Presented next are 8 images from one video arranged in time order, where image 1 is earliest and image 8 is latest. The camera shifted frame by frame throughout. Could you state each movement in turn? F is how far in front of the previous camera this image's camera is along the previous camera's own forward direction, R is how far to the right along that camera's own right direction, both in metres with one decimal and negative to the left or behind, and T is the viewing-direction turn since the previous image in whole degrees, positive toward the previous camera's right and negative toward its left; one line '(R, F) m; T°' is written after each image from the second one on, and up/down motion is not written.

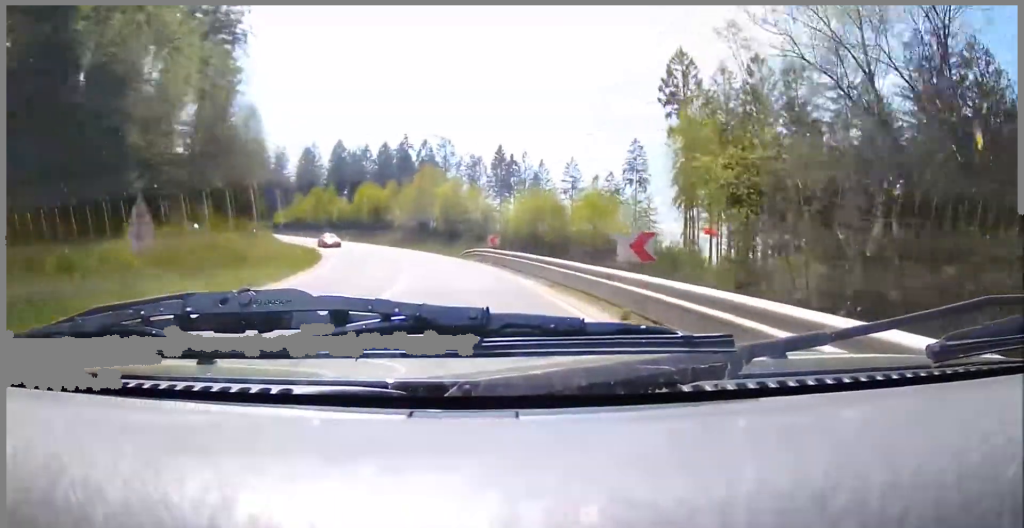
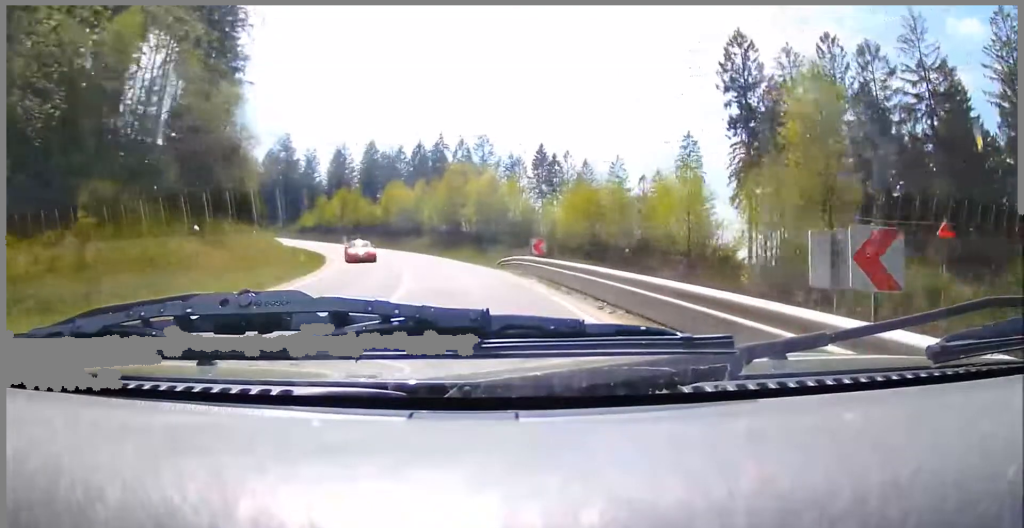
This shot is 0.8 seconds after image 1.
(+0.2, +8.5) m; -2°
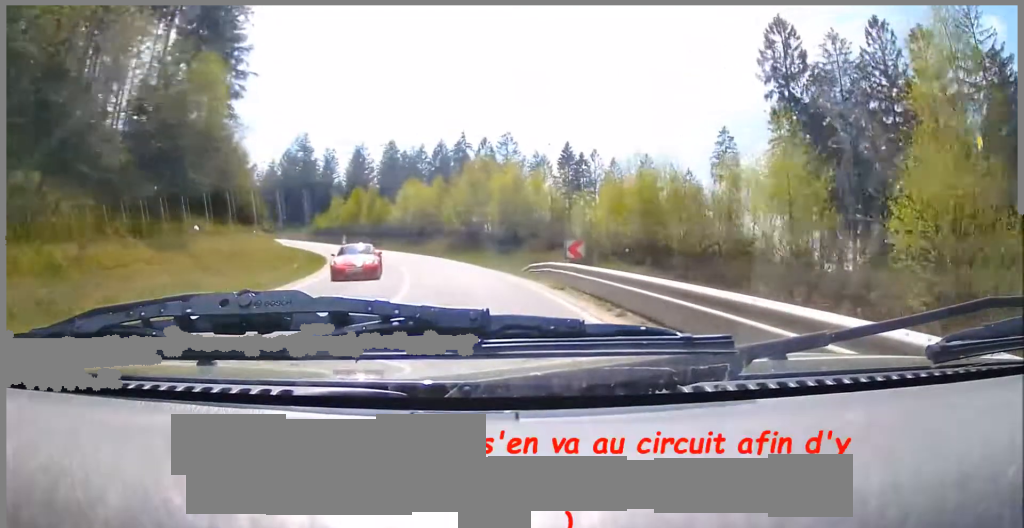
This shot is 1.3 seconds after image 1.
(-0.3, +5.3) m; -3°
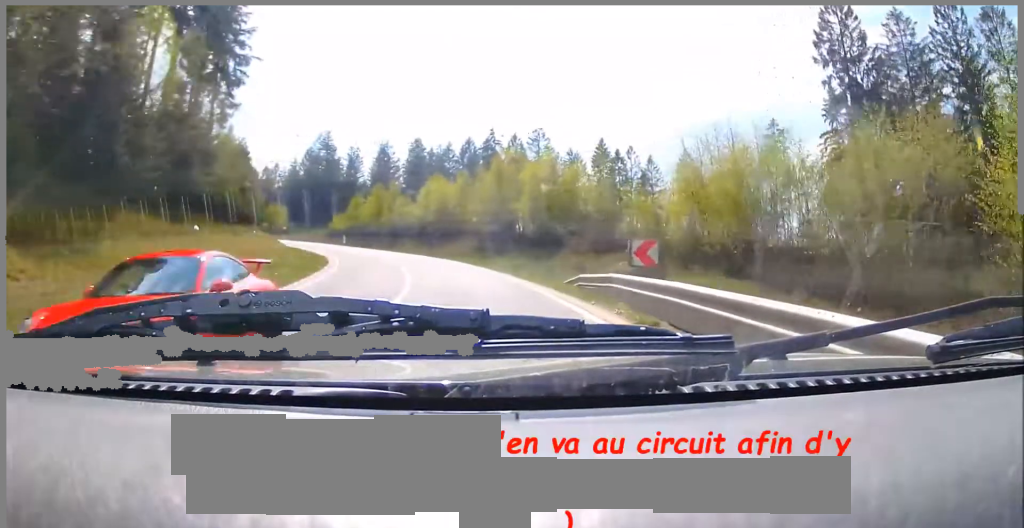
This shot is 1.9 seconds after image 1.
(-0.1, +6.4) m; -4°
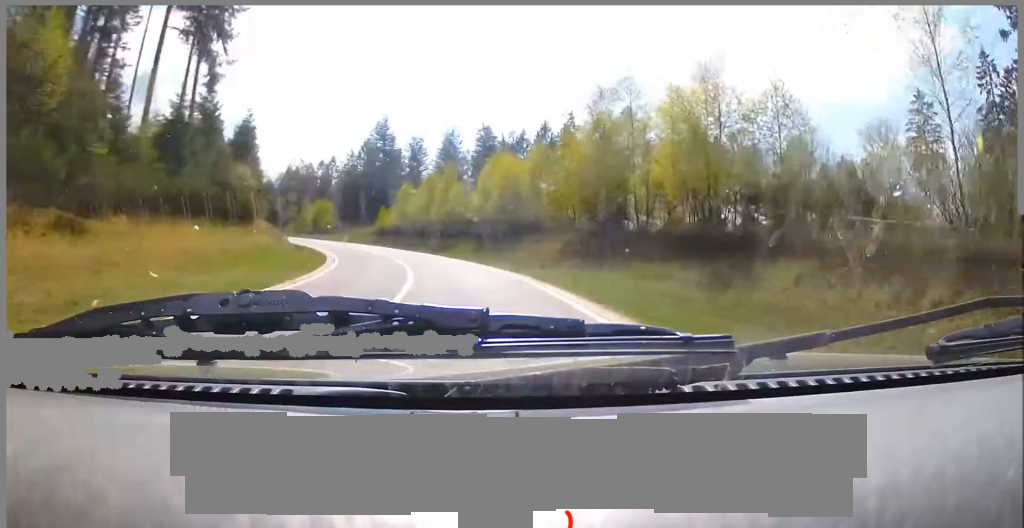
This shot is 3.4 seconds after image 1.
(-2.2, +16.5) m; -15°
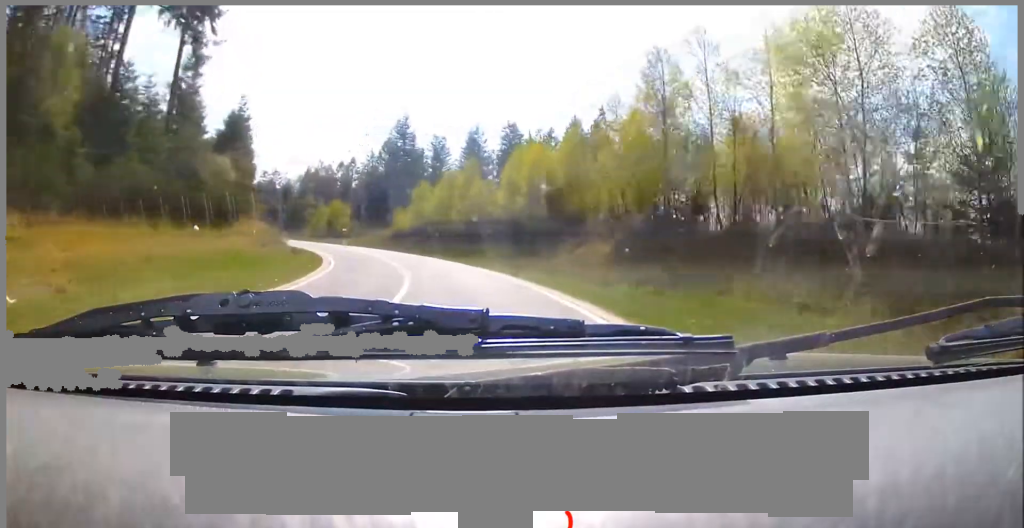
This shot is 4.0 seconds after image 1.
(-0.3, +6.5) m; -5°
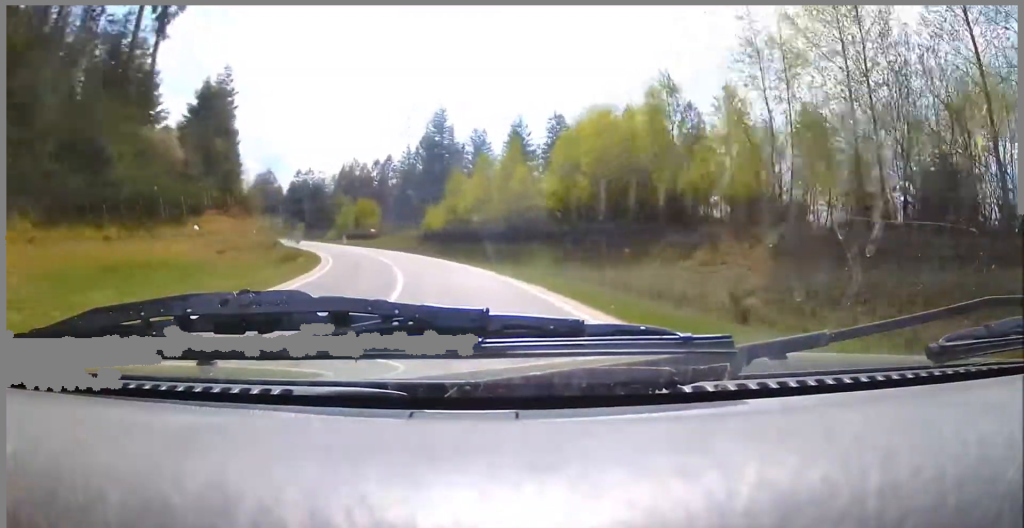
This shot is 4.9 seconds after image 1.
(-0.6, +10.4) m; -5°
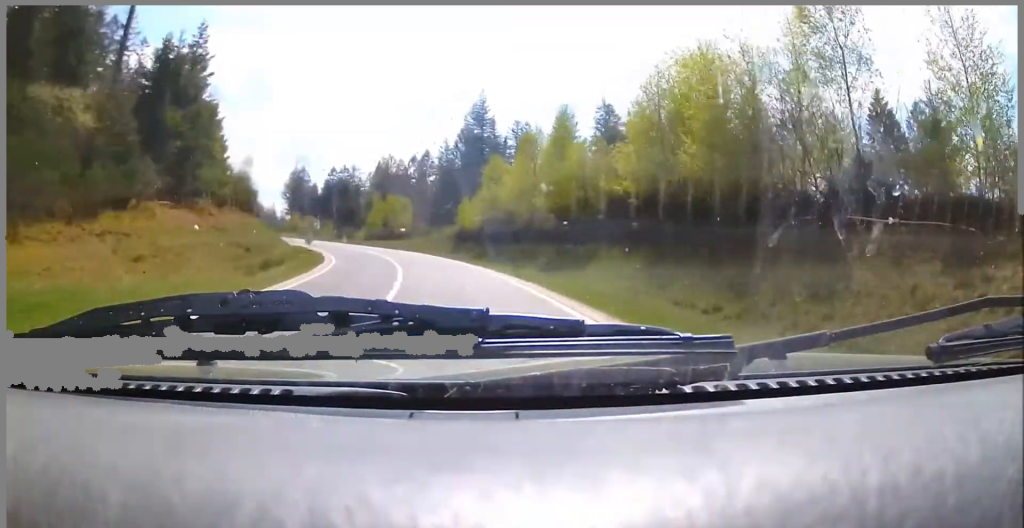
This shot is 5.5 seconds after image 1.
(-0.2, +8.6) m; -2°
